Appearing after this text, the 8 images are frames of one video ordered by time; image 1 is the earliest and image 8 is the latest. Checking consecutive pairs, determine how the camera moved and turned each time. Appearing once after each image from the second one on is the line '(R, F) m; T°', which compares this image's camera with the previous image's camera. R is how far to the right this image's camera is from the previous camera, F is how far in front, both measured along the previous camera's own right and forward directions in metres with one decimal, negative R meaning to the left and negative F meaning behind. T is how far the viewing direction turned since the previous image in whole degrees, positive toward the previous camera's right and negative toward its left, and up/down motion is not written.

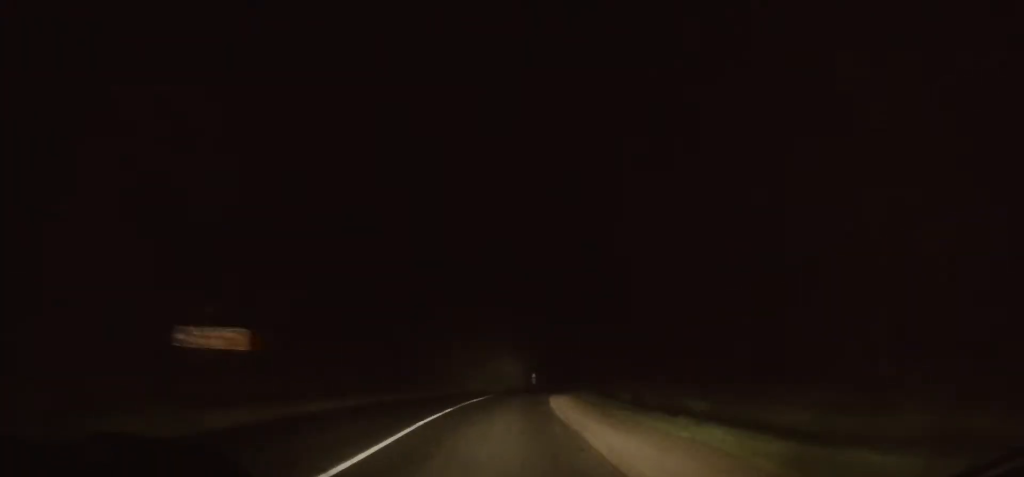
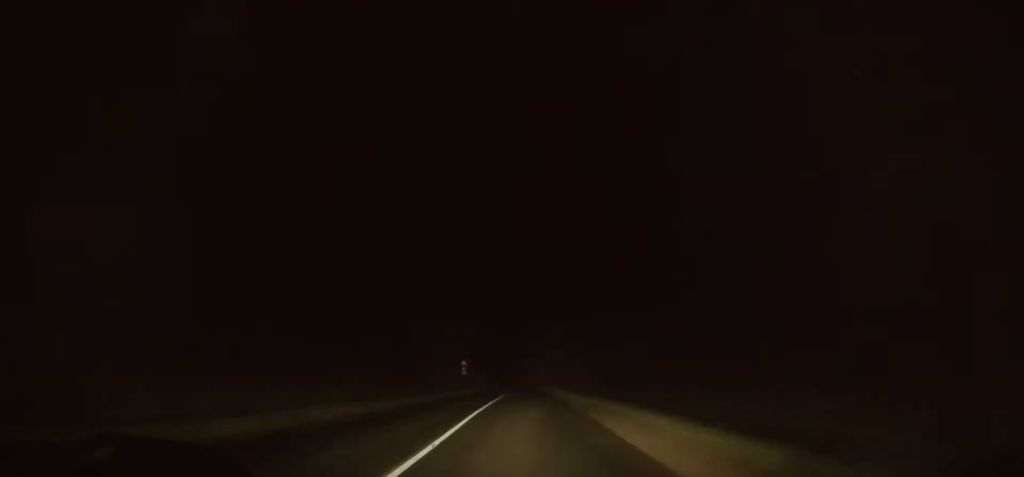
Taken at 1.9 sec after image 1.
(+2.3, +46.9) m; +5°
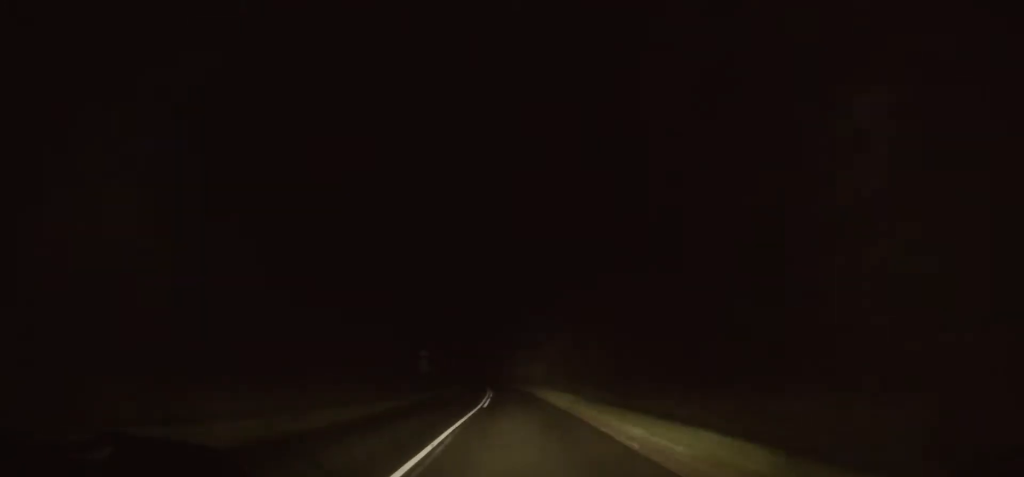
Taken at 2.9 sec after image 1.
(+0.4, +26.4) m; +1°
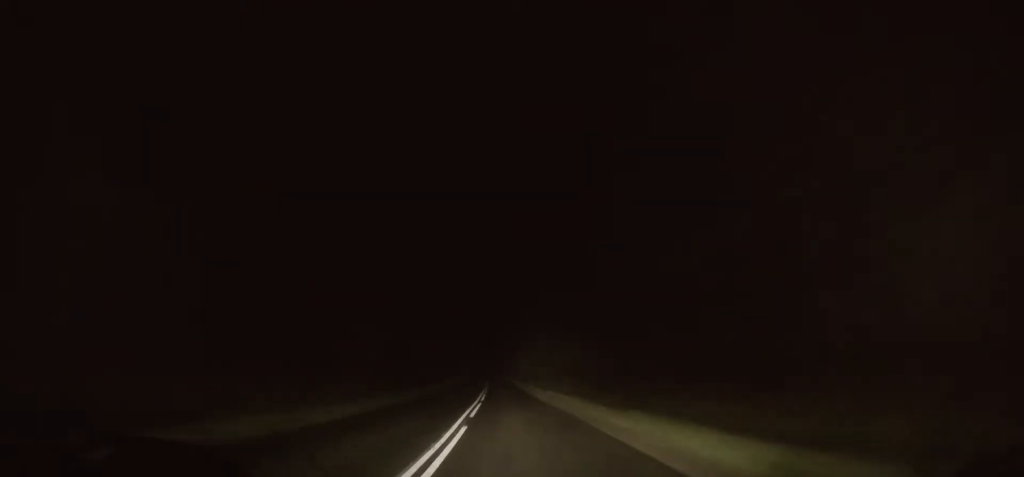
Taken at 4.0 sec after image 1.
(0.0, +29.9) m; 0°
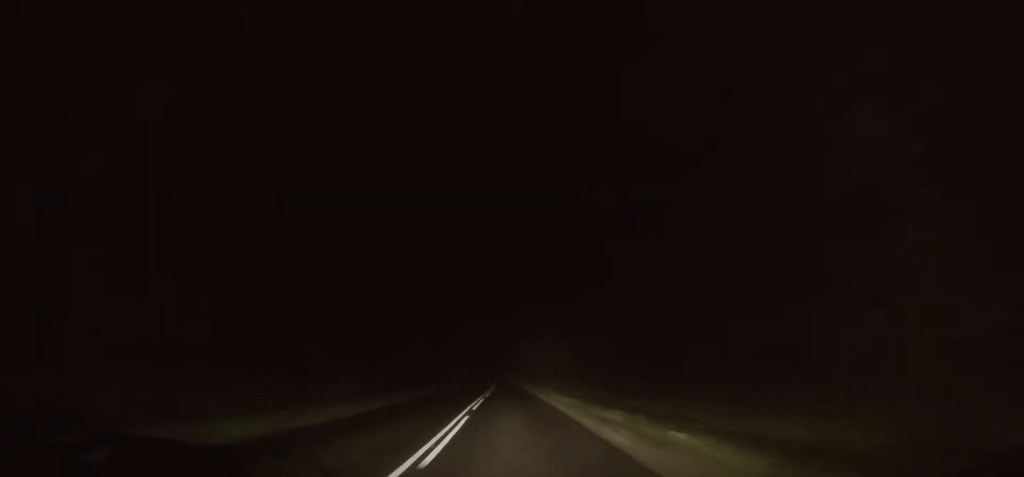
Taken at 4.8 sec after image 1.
(0.0, +19.9) m; 0°
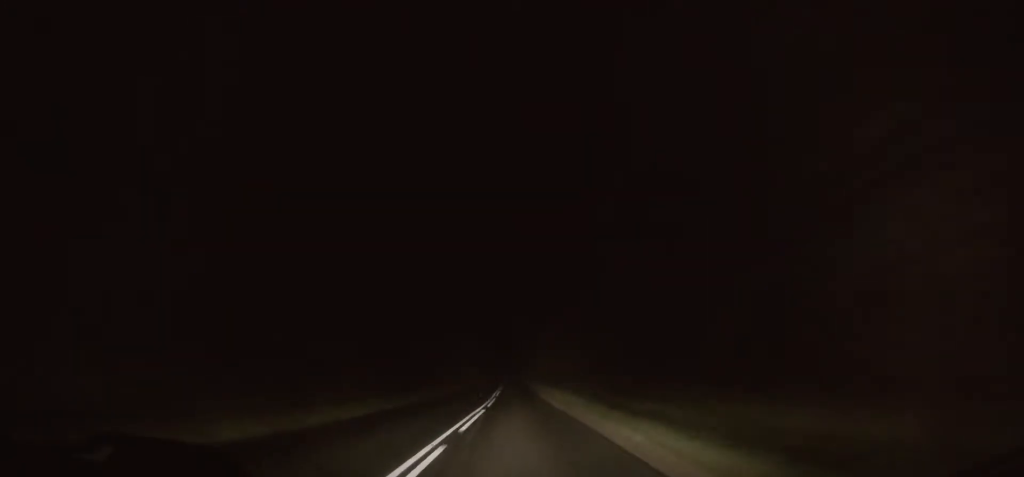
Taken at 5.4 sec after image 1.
(-0.3, +18.5) m; 0°
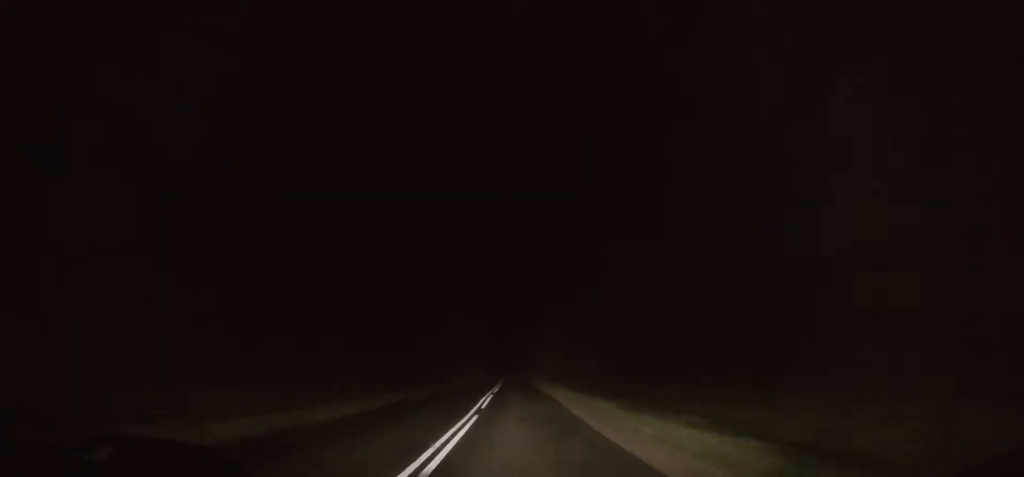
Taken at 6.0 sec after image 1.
(+0.1, +17.2) m; 0°
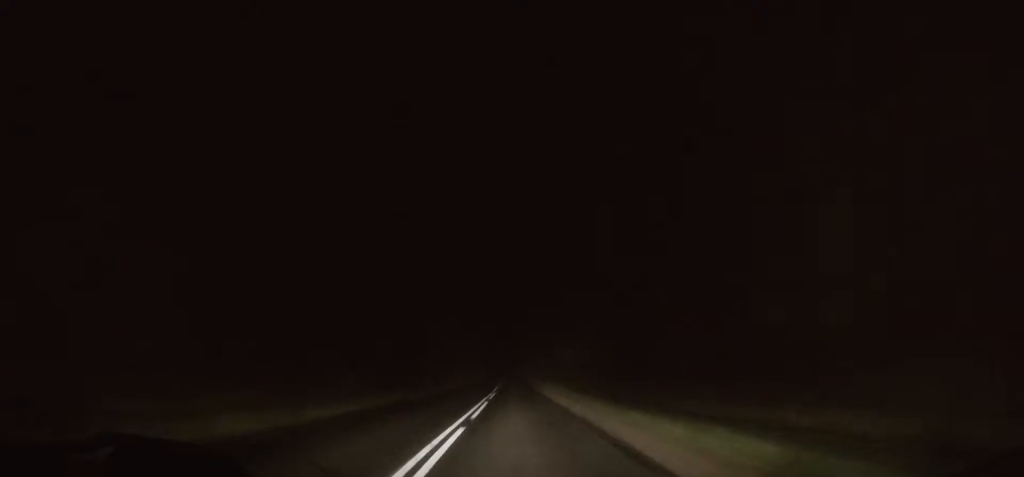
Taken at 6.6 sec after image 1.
(0.0, +15.3) m; 0°
